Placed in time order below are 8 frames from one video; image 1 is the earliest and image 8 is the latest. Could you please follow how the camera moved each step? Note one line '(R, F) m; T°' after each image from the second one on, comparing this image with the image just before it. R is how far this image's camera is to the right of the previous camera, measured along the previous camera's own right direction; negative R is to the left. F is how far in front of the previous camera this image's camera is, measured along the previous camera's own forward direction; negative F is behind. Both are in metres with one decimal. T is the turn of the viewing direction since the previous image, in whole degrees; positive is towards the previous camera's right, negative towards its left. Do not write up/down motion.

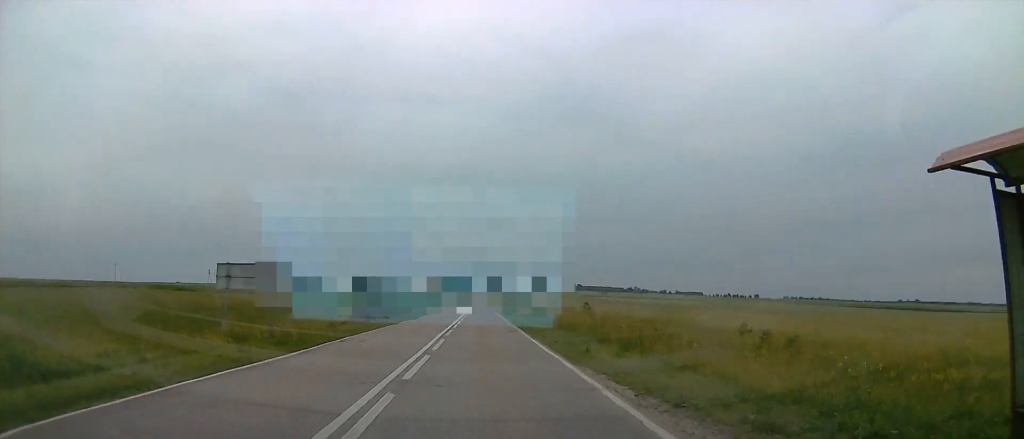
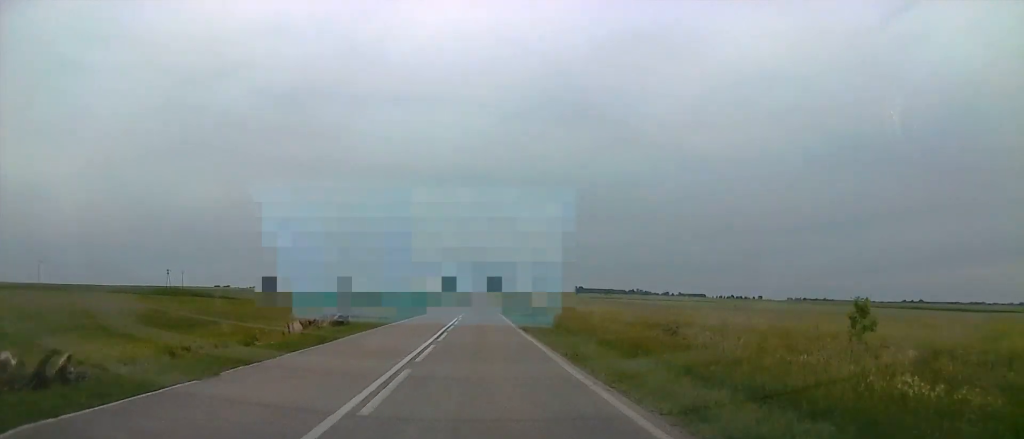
(-2.3, +44.4) m; -4°
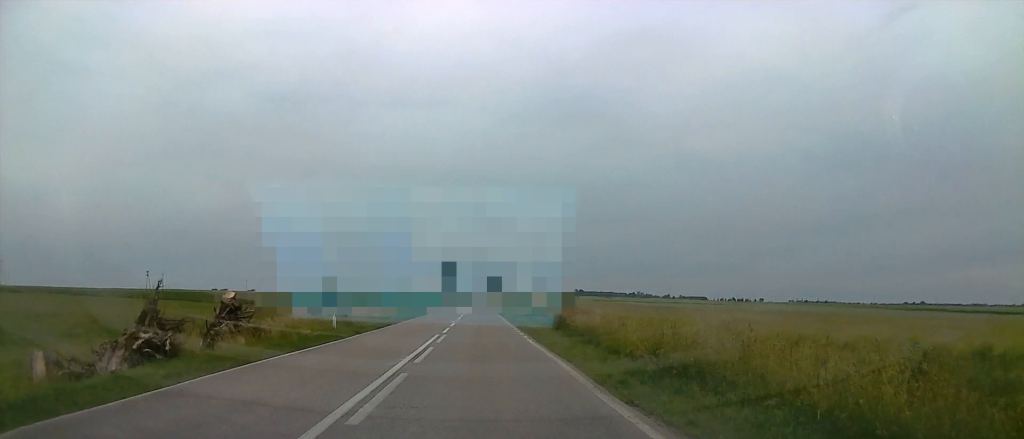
(+0.3, +18.0) m; +2°
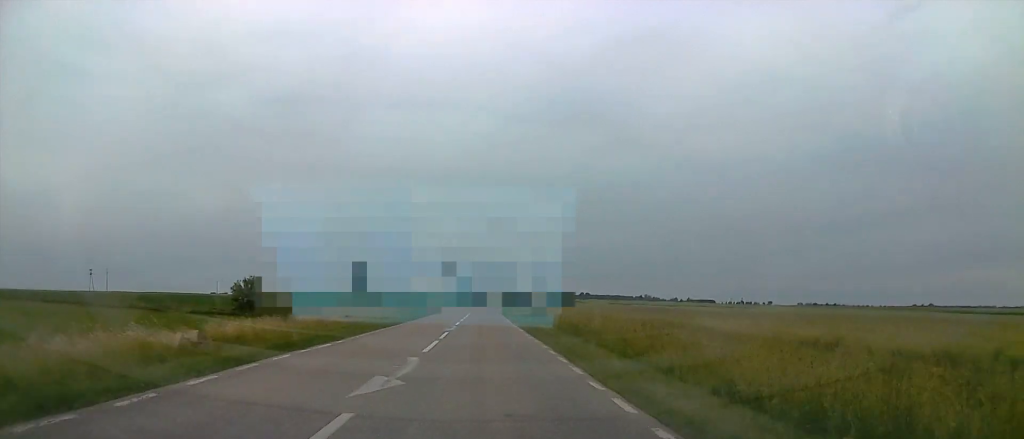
(+1.5, +45.4) m; +2°
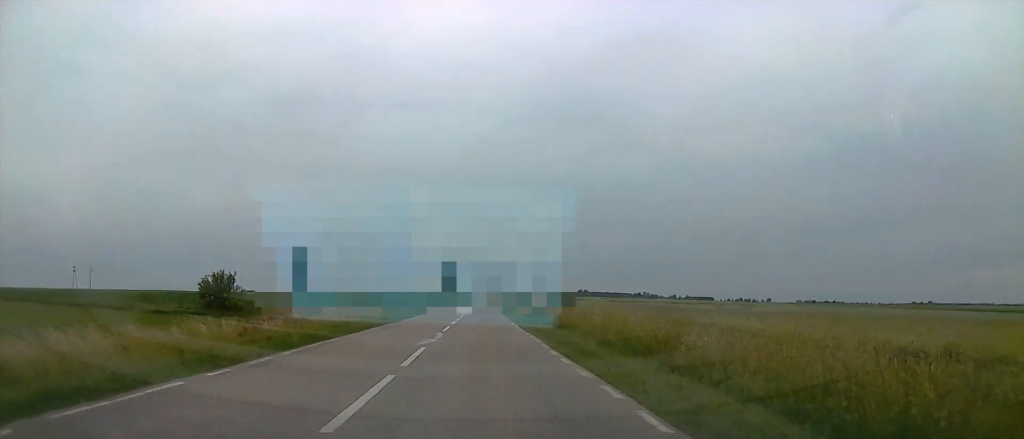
(0.0, +9.4) m; 0°
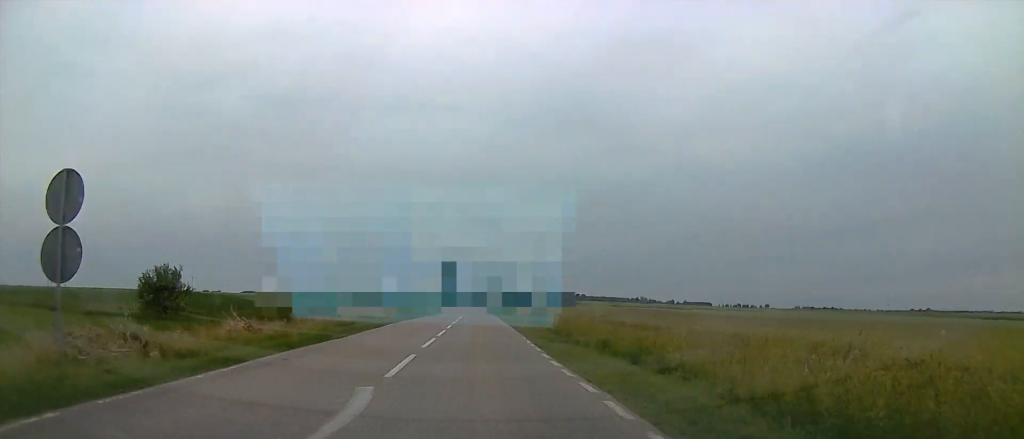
(0.0, +13.2) m; 0°
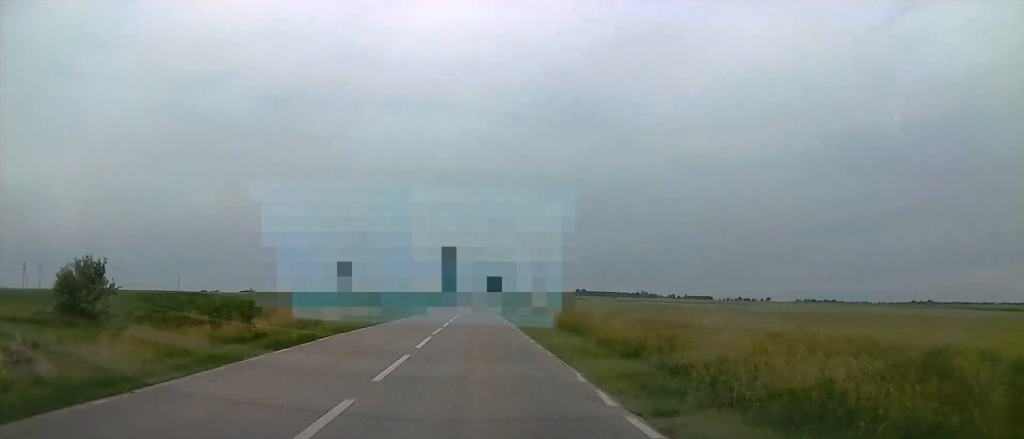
(0.0, +13.2) m; 0°
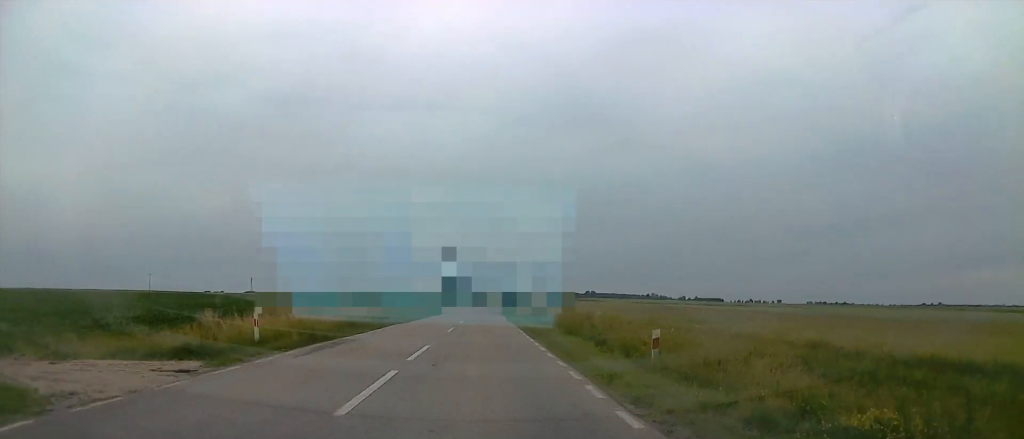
(-0.1, +31.9) m; -2°
